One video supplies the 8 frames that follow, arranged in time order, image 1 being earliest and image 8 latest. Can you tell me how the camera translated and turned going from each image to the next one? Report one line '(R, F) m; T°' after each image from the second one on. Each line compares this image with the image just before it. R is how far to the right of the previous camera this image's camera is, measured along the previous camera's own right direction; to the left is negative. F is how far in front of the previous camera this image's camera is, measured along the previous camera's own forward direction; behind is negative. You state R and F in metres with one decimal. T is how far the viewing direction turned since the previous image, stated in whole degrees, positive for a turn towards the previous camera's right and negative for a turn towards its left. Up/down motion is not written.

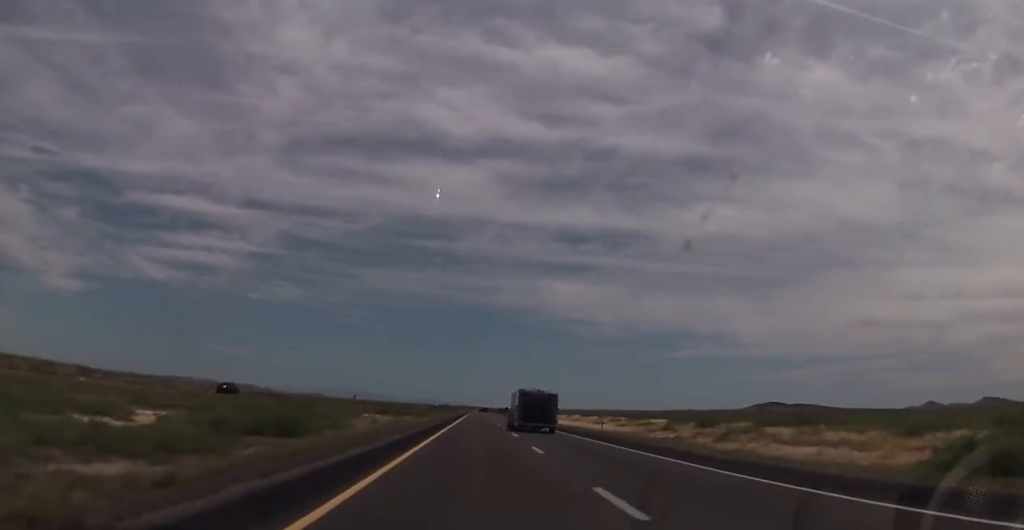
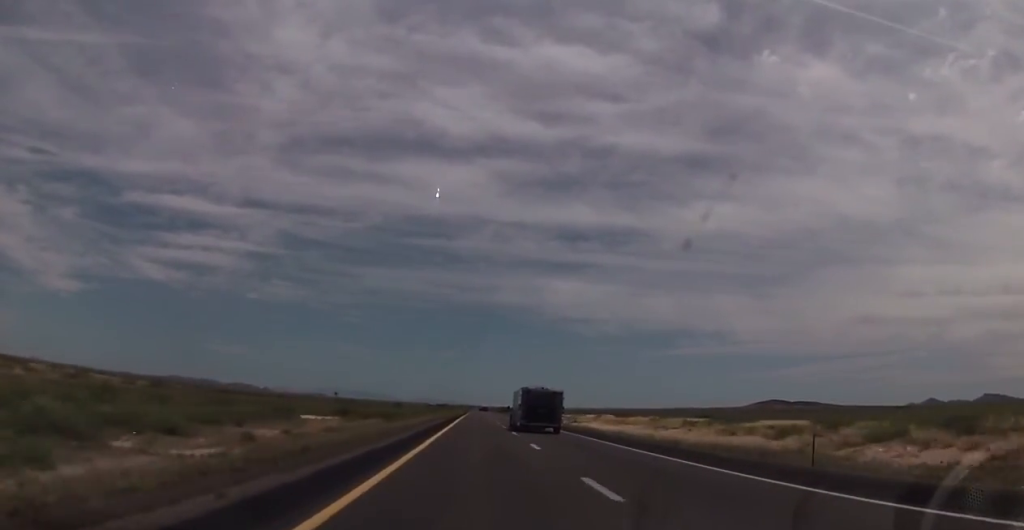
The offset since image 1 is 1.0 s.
(0.0, +34.2) m; 0°
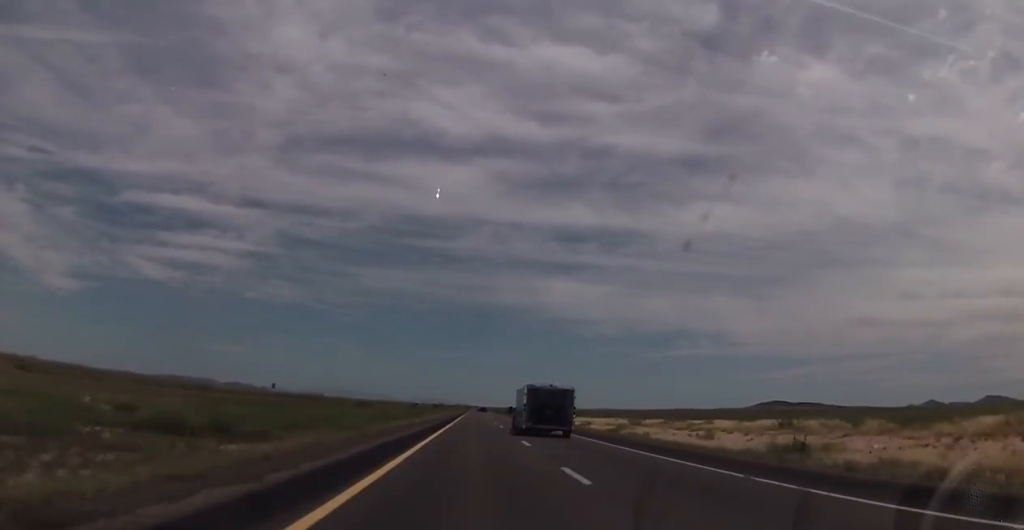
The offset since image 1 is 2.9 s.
(+0.4, +64.9) m; +1°
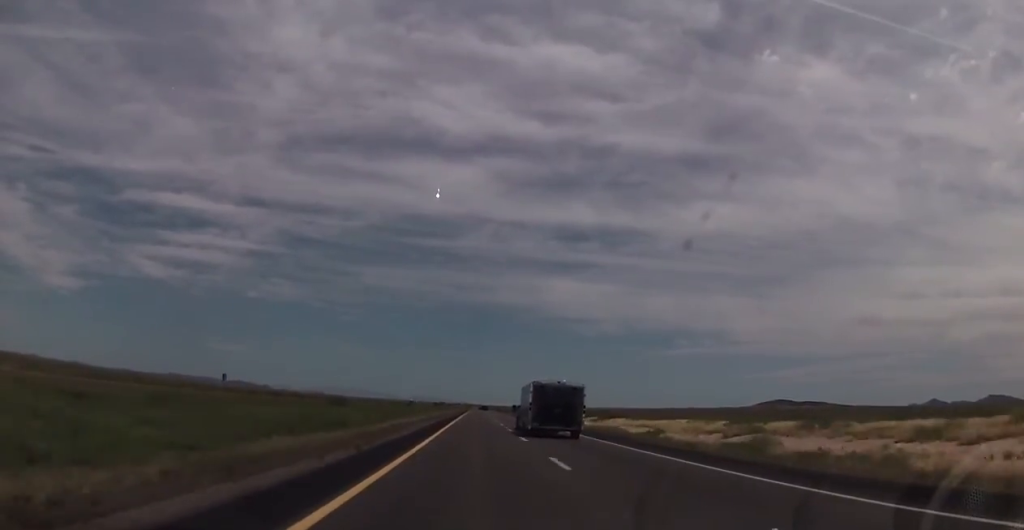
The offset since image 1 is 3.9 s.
(0.0, +32.3) m; 0°
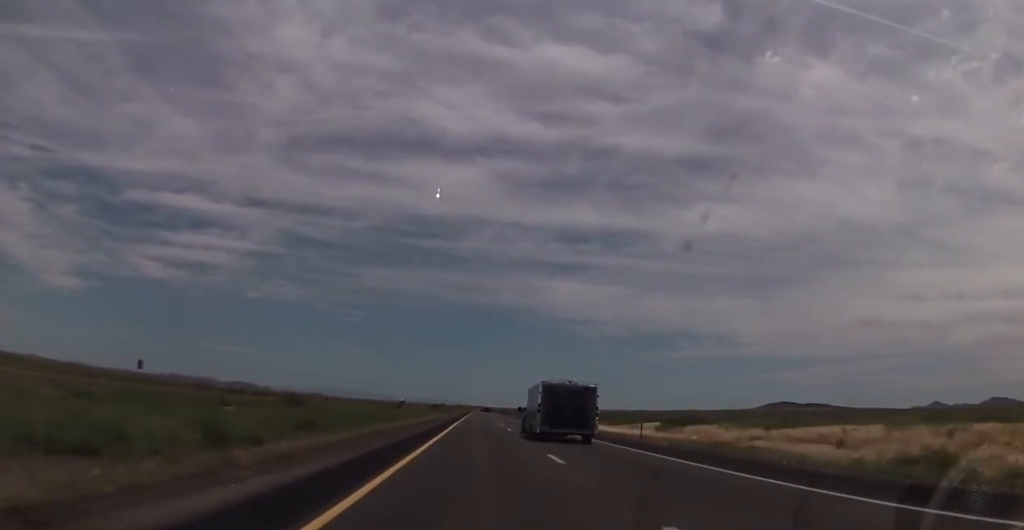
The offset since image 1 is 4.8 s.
(-0.2, +34.0) m; 0°
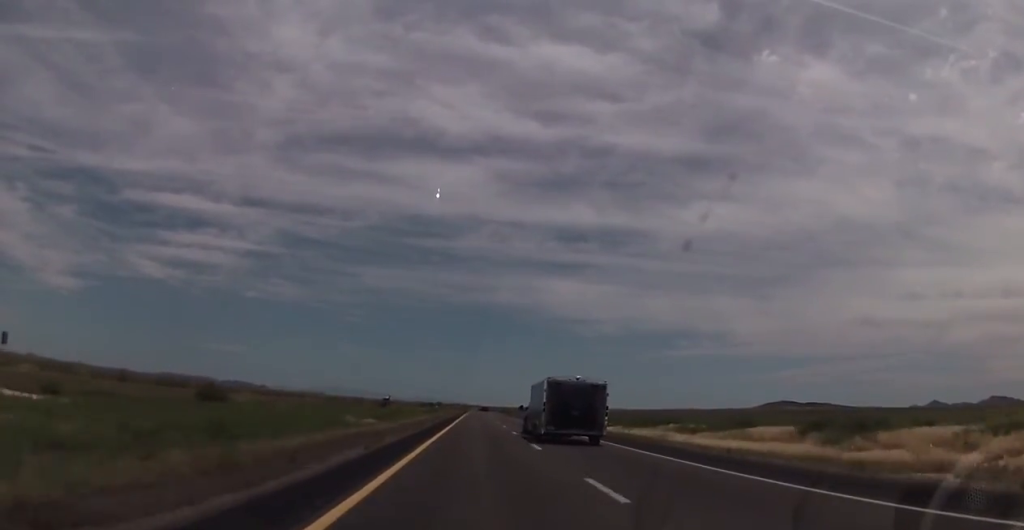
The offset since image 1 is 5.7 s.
(-0.2, +30.9) m; 0°
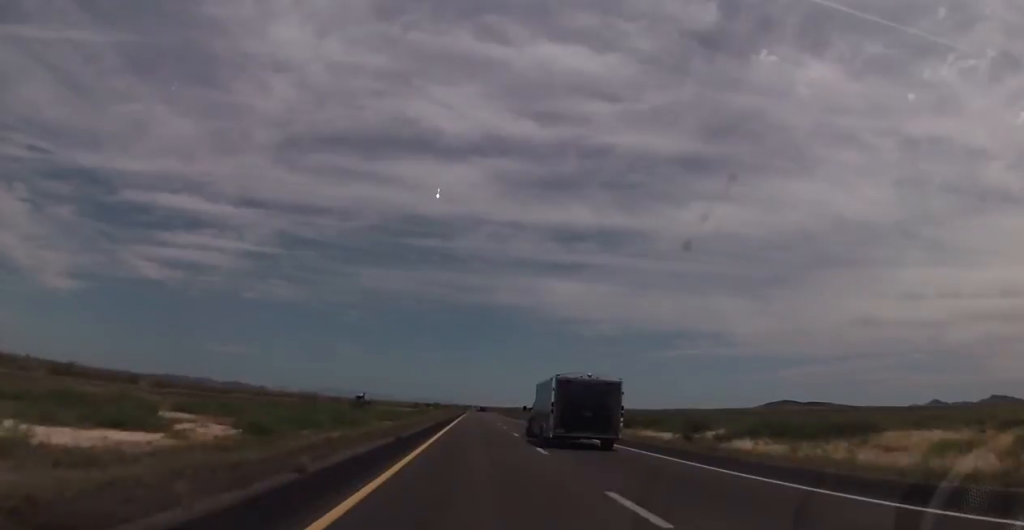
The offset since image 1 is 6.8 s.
(+0.4, +38.4) m; +1°
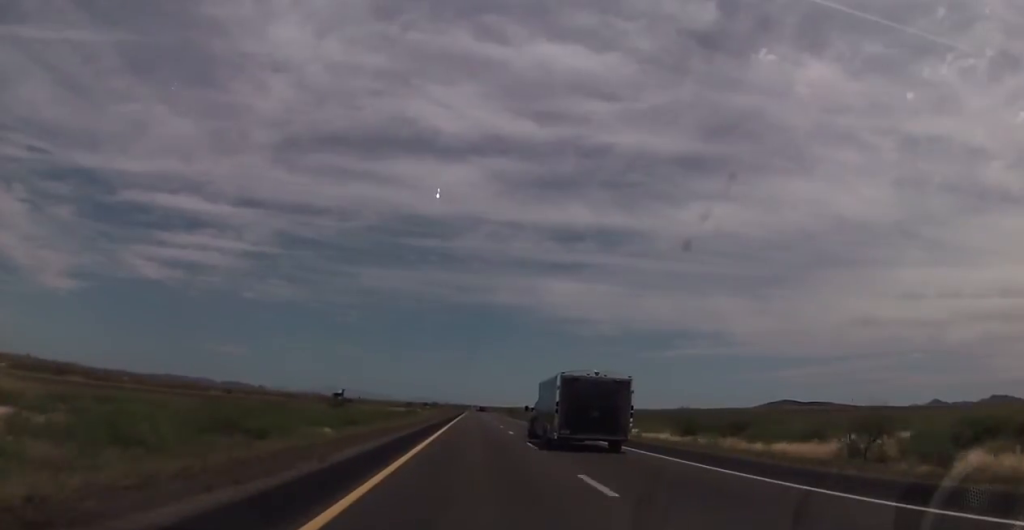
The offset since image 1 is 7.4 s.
(0.0, +21.7) m; 0°
